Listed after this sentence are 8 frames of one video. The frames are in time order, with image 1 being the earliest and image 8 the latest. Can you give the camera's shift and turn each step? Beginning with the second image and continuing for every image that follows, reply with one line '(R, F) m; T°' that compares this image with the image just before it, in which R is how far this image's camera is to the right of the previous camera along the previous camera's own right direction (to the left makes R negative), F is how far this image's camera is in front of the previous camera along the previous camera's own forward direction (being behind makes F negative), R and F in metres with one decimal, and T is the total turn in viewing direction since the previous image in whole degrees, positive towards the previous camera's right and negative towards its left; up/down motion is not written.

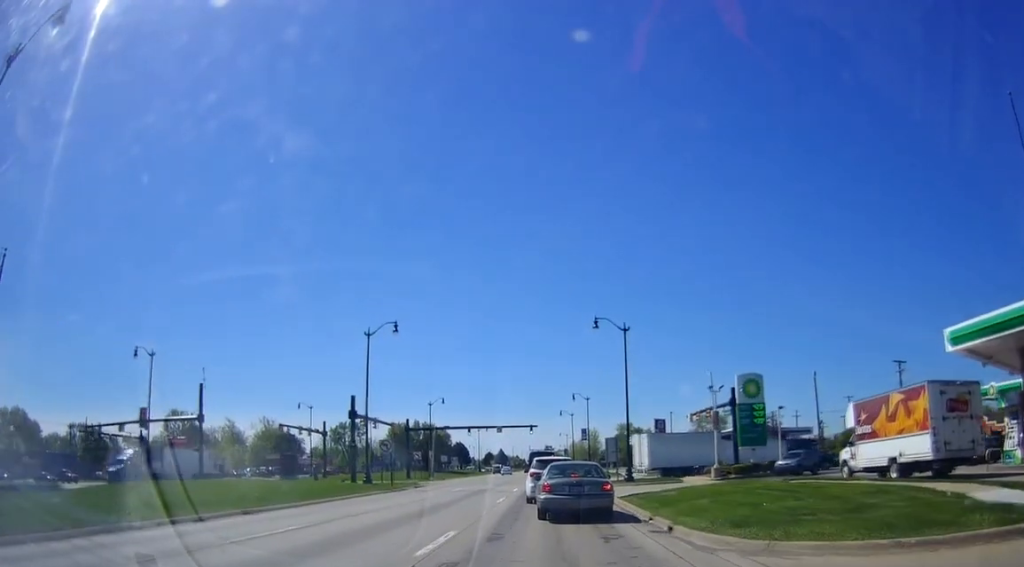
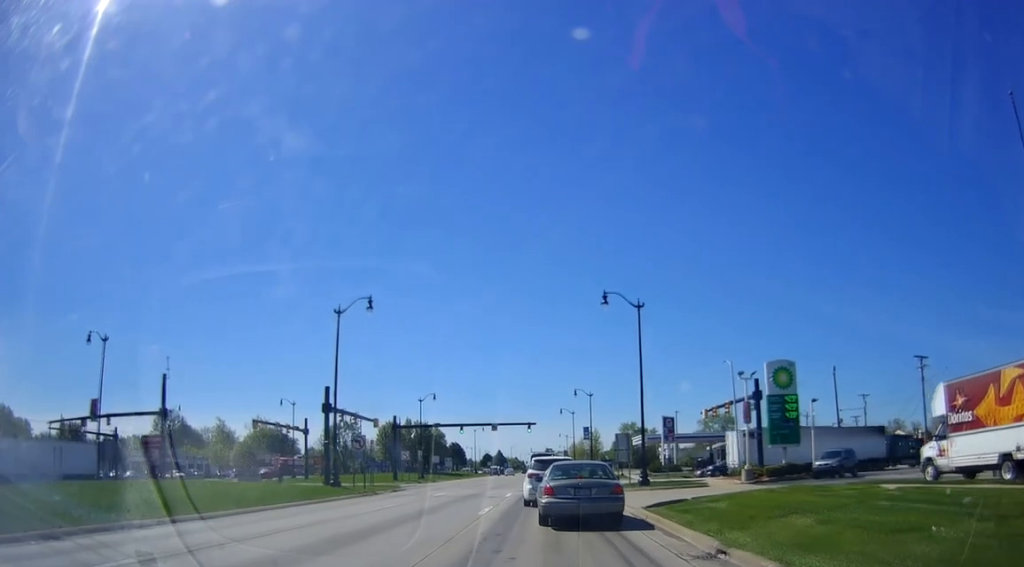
(+0.1, +6.0) m; +1°
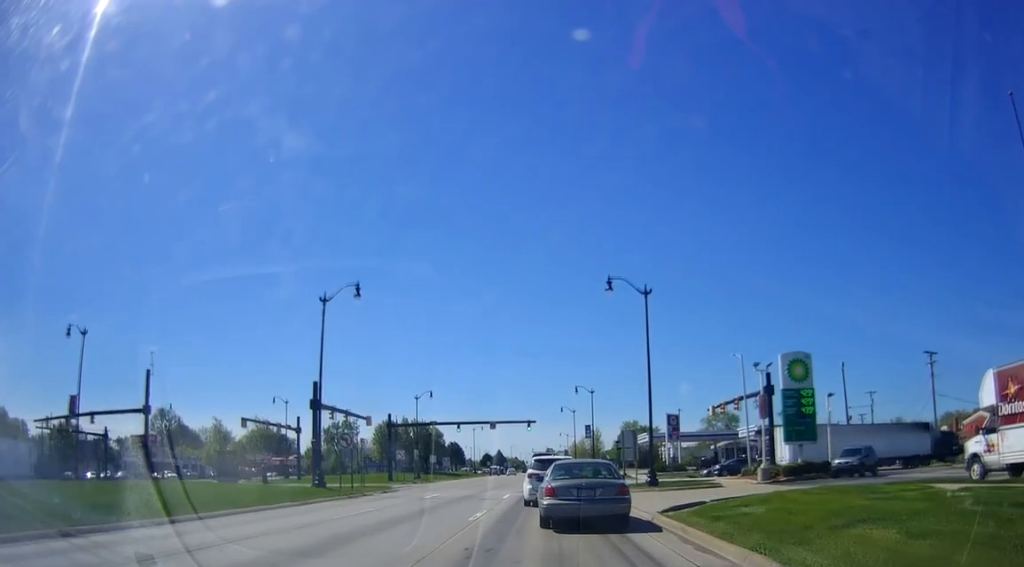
(0.0, +2.2) m; 0°
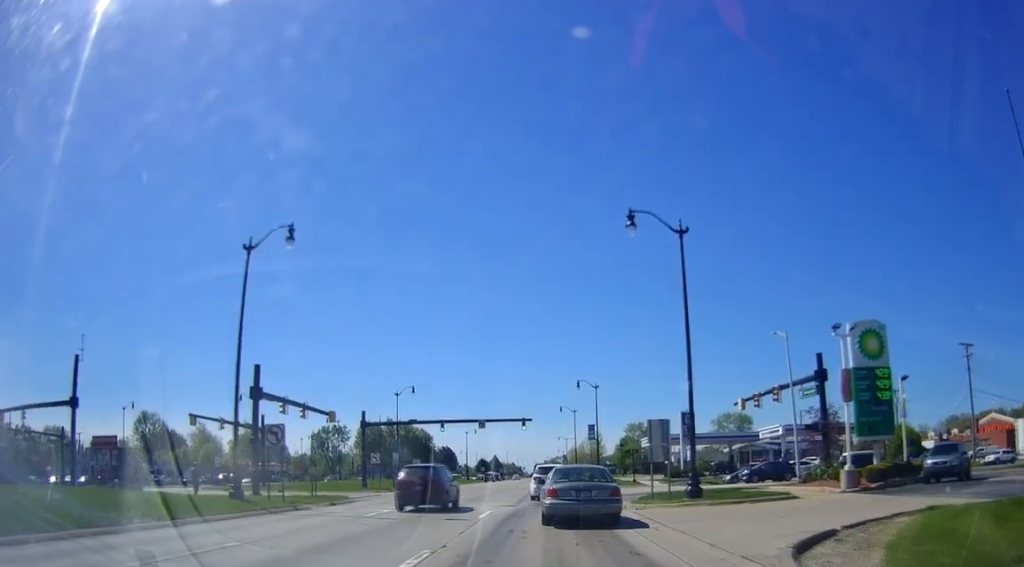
(0.0, +9.6) m; +2°
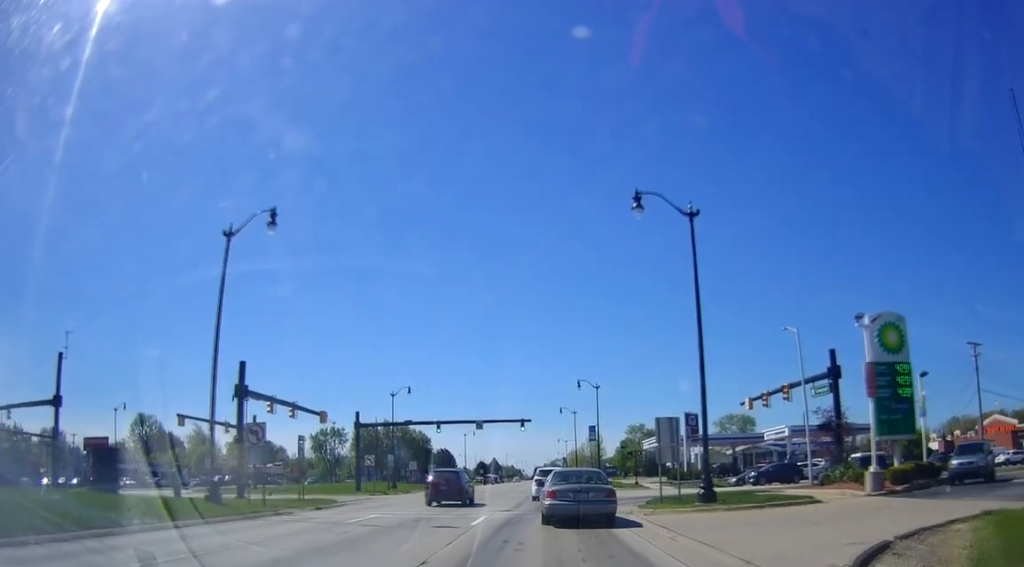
(-0.1, +2.0) m; +2°
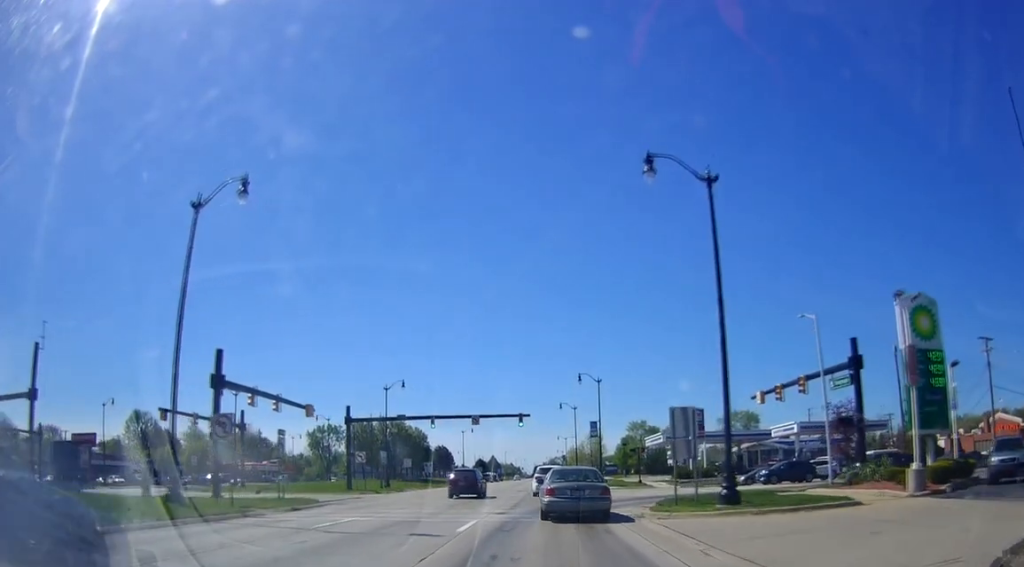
(+0.1, +3.0) m; 0°
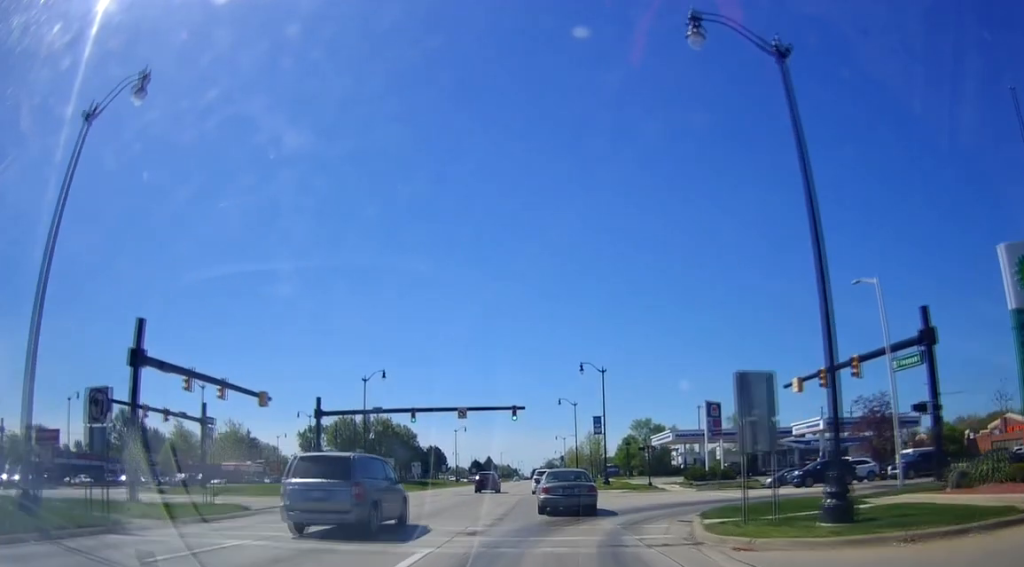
(-0.1, +7.2) m; -1°
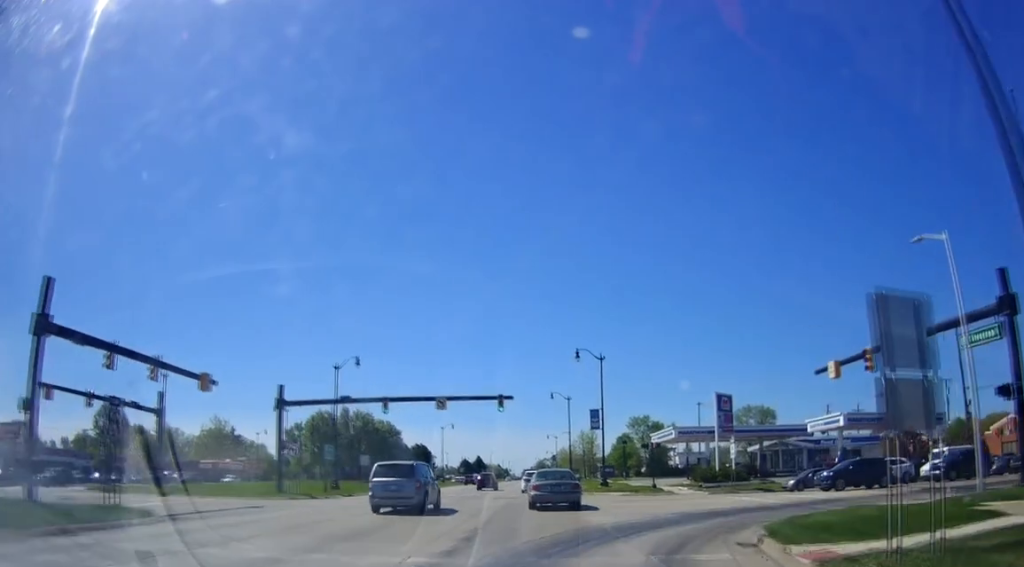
(0.0, +5.7) m; +6°
